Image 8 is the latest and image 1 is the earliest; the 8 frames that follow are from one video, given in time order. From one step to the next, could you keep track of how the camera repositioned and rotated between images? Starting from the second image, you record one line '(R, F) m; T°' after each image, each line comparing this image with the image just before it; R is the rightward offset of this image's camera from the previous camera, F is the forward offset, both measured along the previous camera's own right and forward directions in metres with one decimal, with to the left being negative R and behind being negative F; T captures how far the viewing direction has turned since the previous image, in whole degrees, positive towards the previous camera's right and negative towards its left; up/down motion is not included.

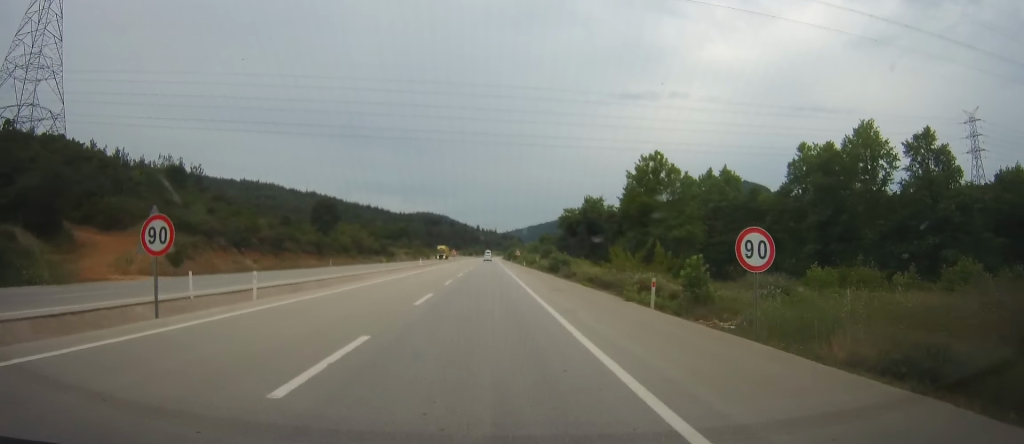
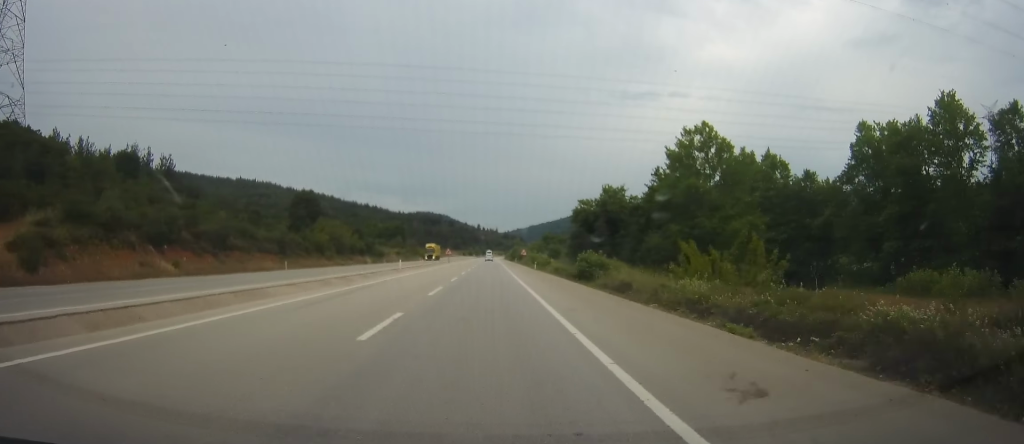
(-0.2, +20.4) m; 0°
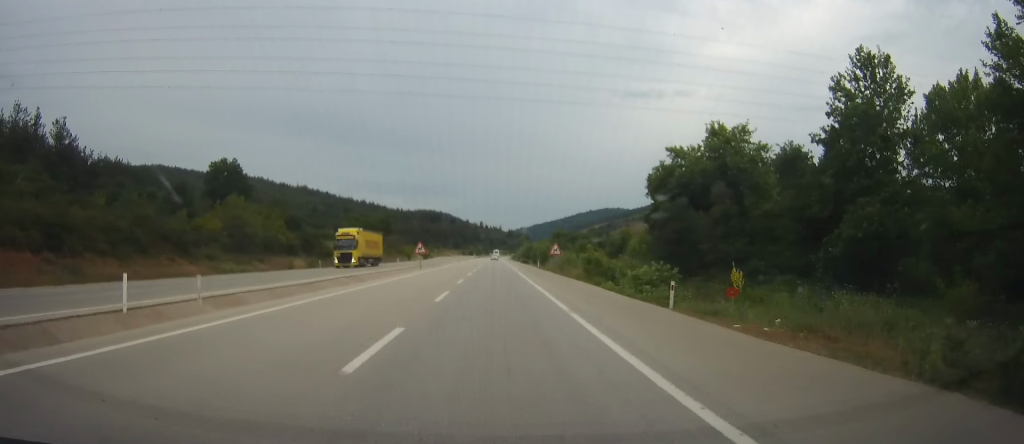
(+0.6, +51.8) m; 0°
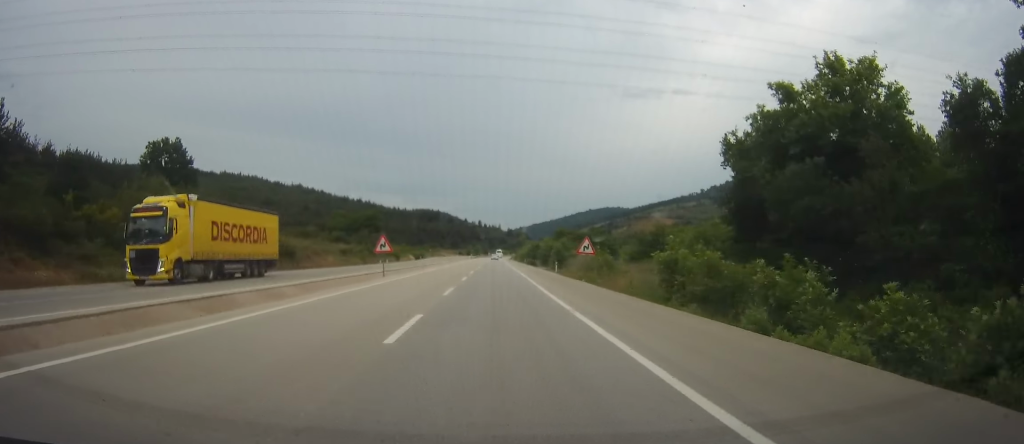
(-0.1, +22.8) m; 0°
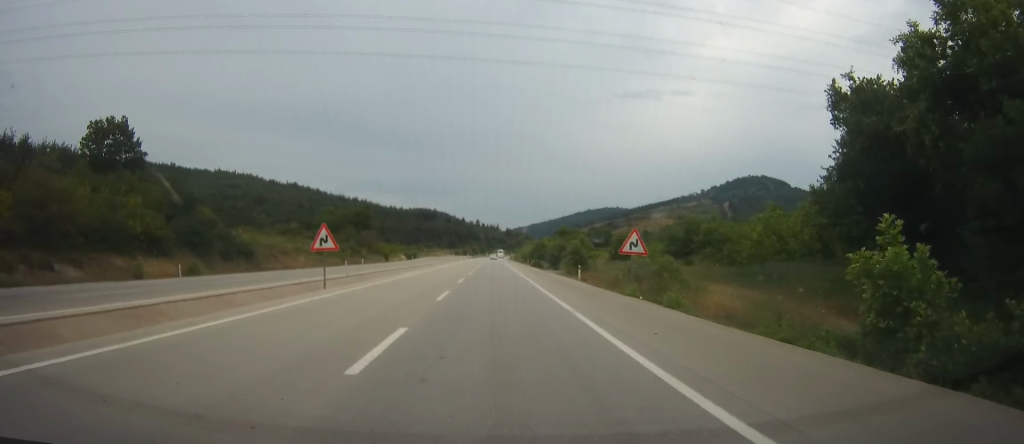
(0.0, +14.8) m; 0°
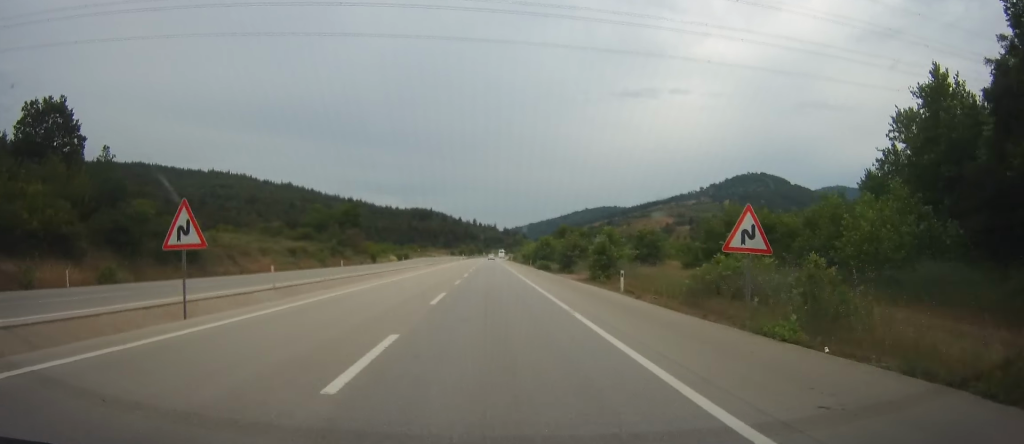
(0.0, +13.3) m; 0°
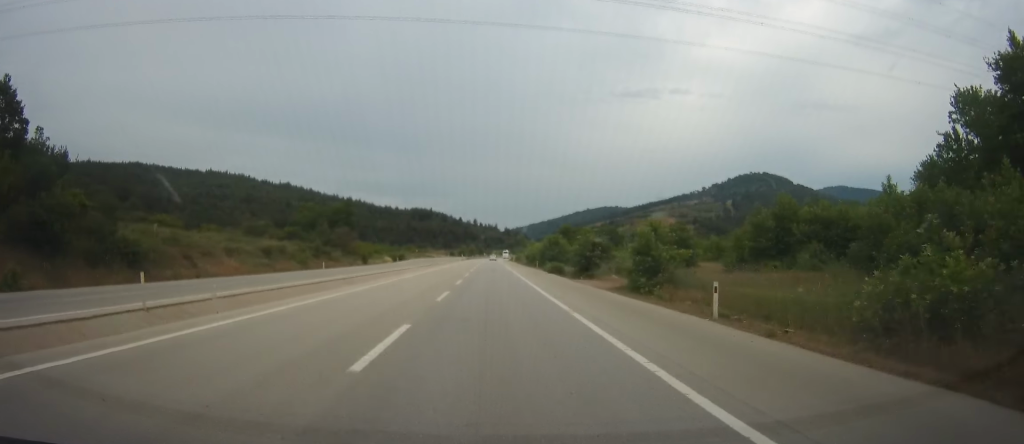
(0.0, +11.6) m; 0°
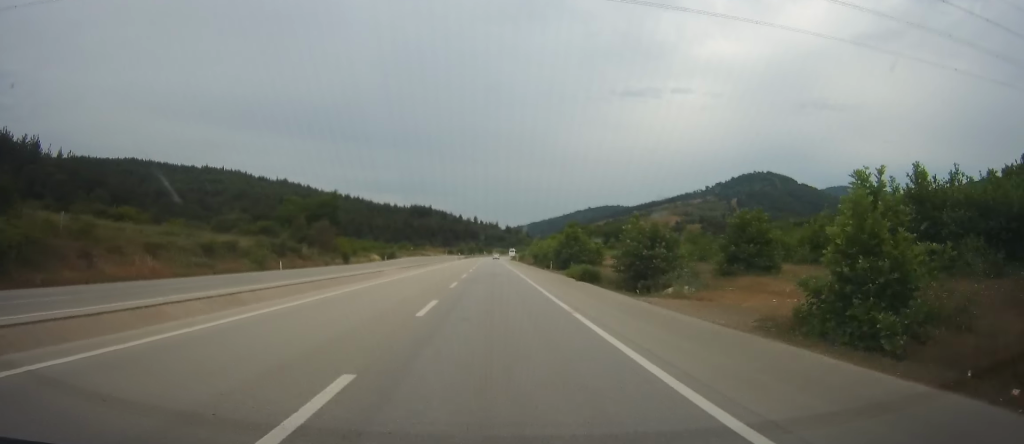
(-0.1, +17.6) m; 0°
